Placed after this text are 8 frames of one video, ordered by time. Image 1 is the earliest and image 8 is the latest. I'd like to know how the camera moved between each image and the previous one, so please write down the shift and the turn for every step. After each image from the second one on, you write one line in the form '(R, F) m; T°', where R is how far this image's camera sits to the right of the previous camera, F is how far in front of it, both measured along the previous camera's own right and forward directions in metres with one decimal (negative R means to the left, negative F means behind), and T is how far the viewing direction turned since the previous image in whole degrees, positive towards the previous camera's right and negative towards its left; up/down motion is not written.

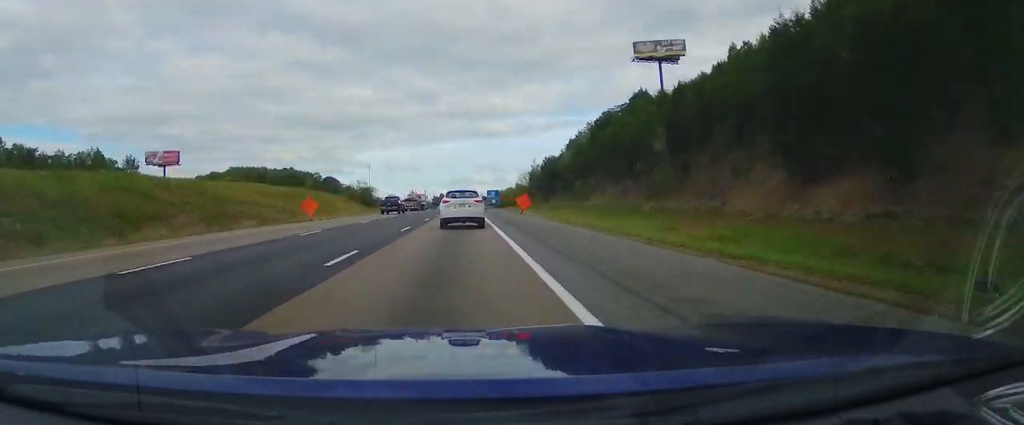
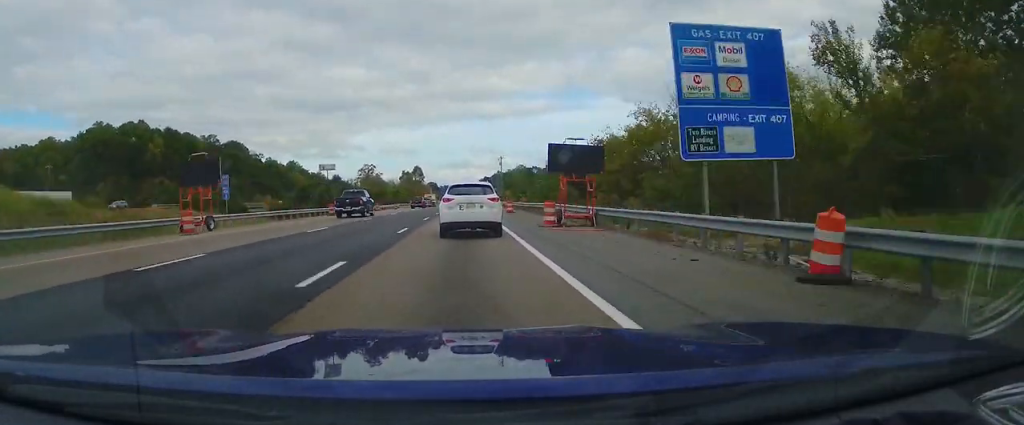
(+0.4, +186.2) m; +1°
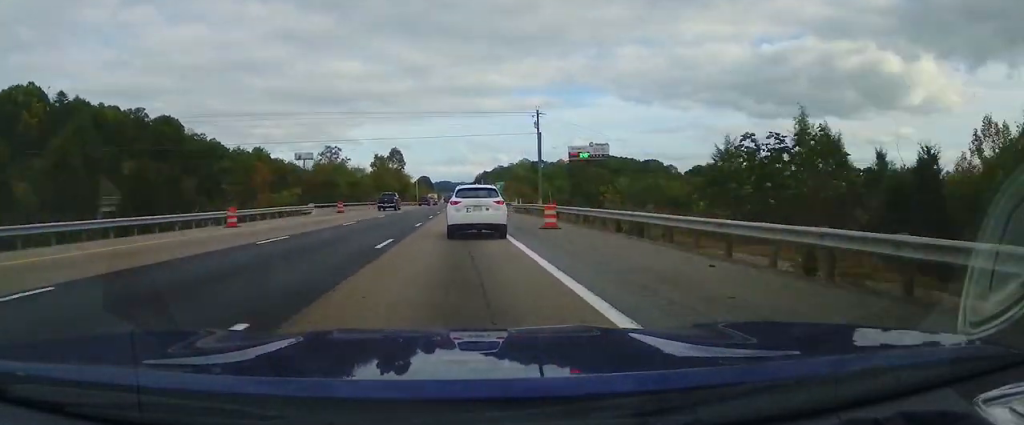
(+0.4, +65.5) m; 0°
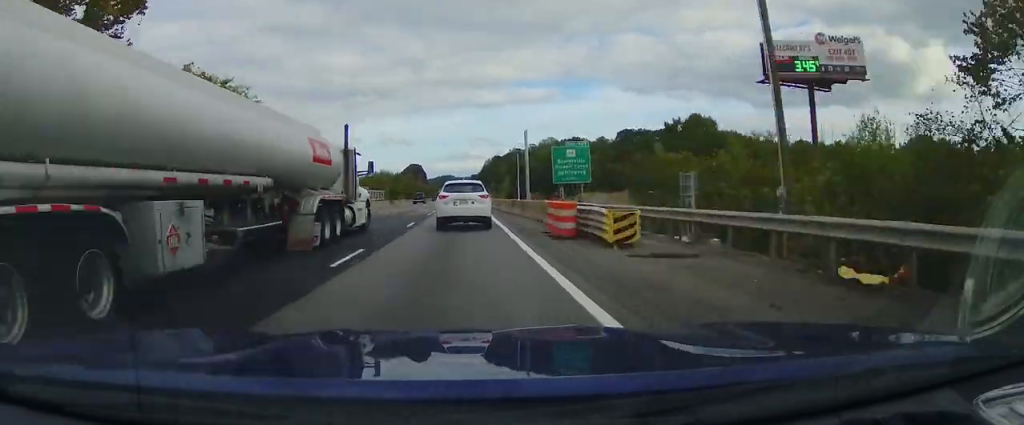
(-1.1, +136.6) m; -1°
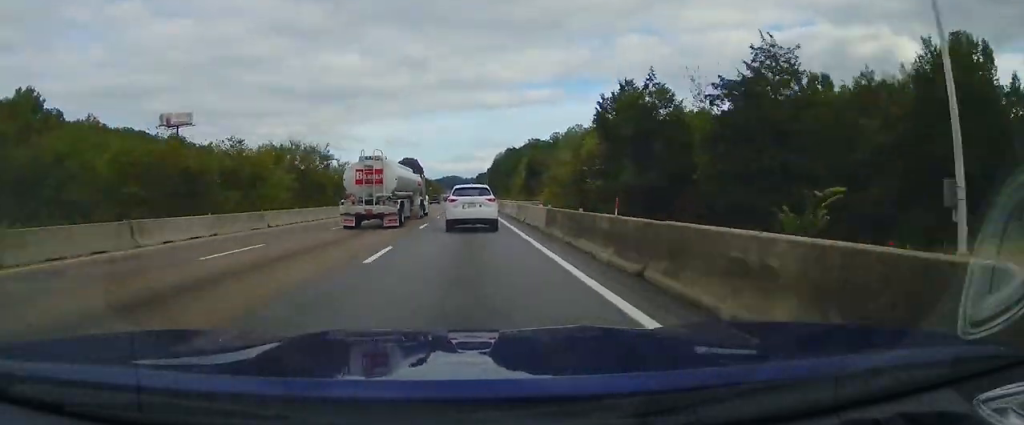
(-0.8, +78.8) m; 0°
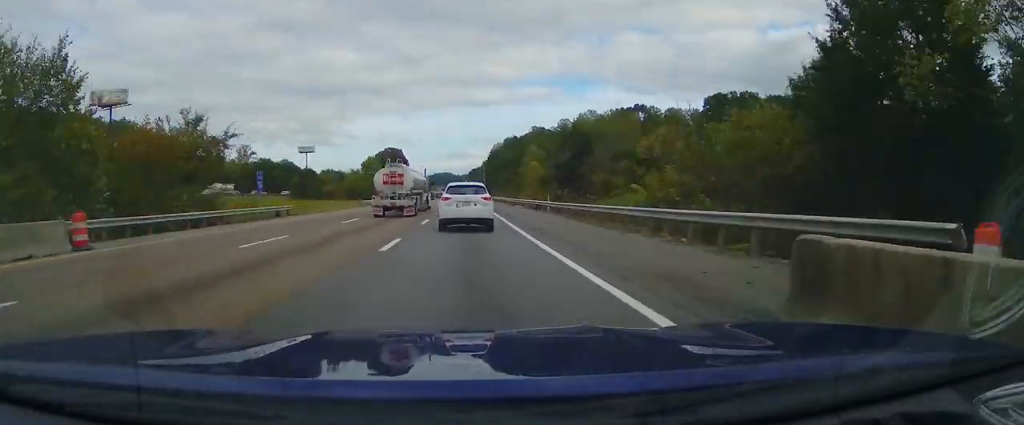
(+0.2, +43.3) m; 0°
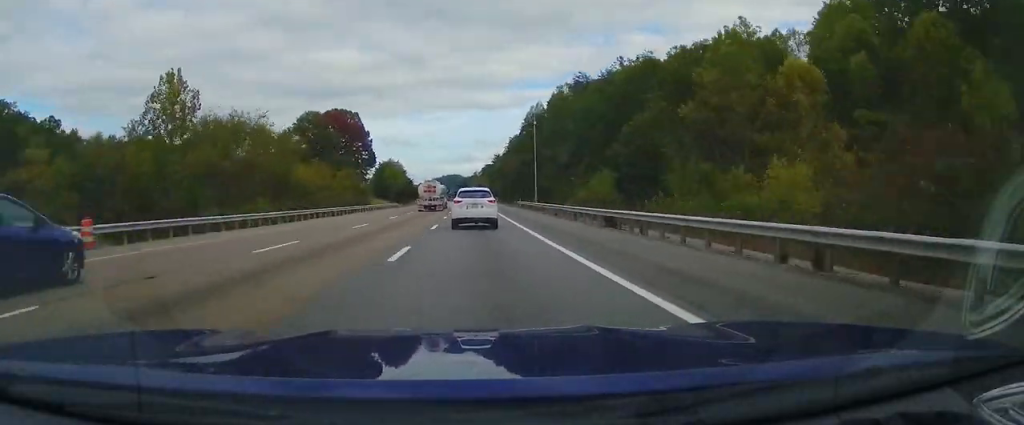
(+0.5, +139.1) m; 0°
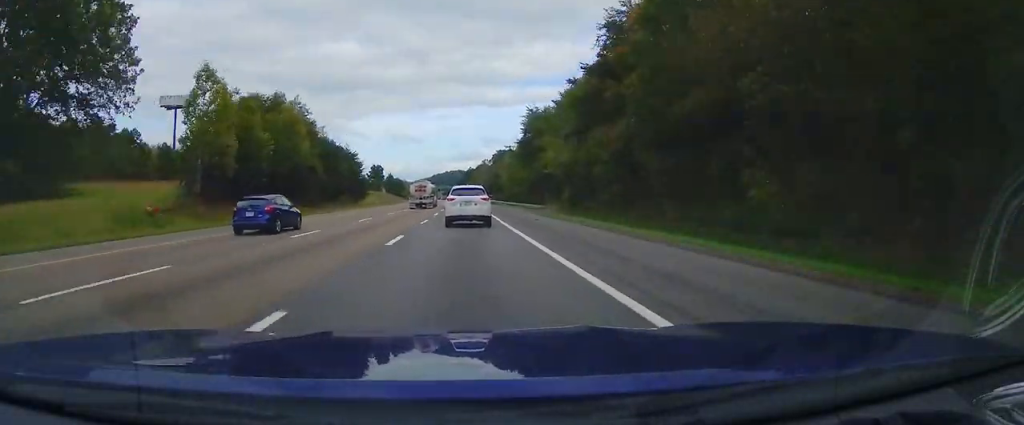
(-1.1, +123.8) m; -1°
